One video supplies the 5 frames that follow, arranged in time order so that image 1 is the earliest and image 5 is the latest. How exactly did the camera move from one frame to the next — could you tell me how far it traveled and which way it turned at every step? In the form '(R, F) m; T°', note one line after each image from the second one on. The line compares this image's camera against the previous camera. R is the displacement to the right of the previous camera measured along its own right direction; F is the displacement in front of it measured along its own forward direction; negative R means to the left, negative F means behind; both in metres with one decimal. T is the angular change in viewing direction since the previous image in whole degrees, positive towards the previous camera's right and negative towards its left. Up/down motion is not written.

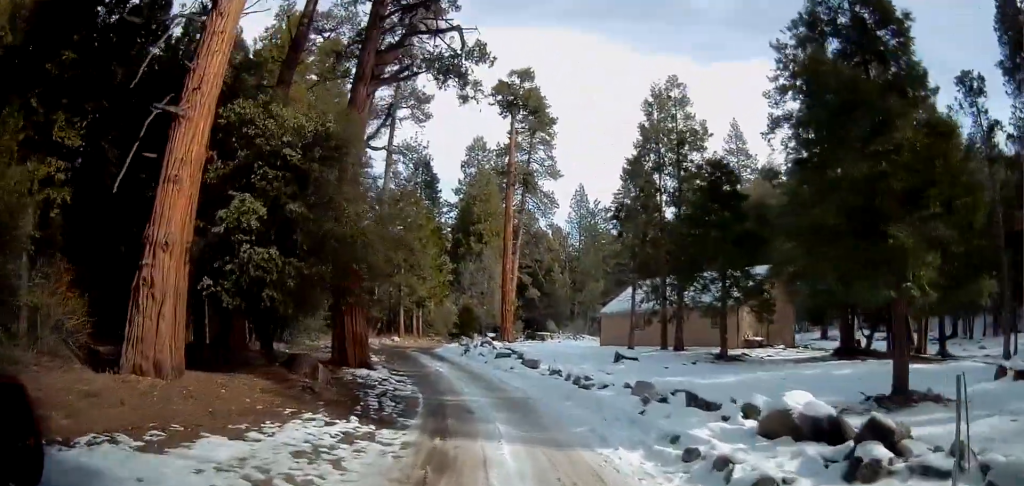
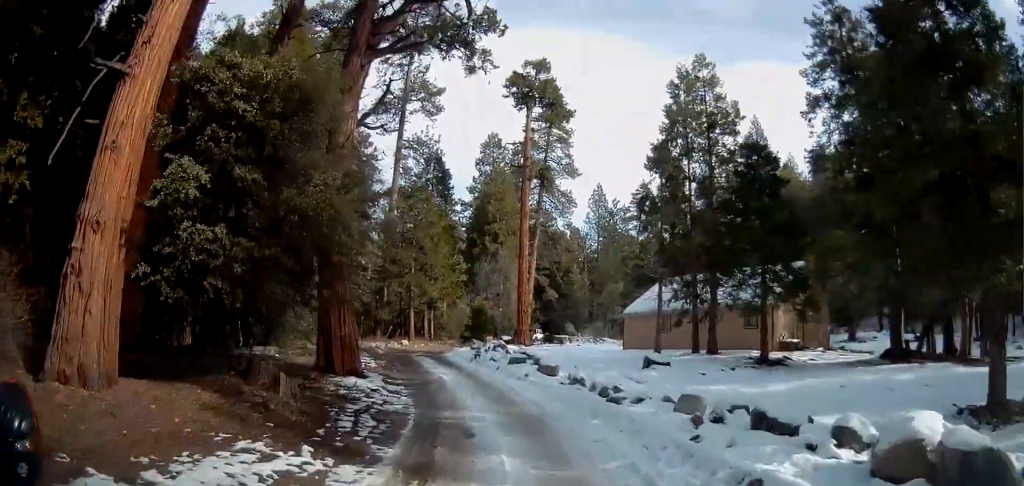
(-0.1, +3.2) m; -3°
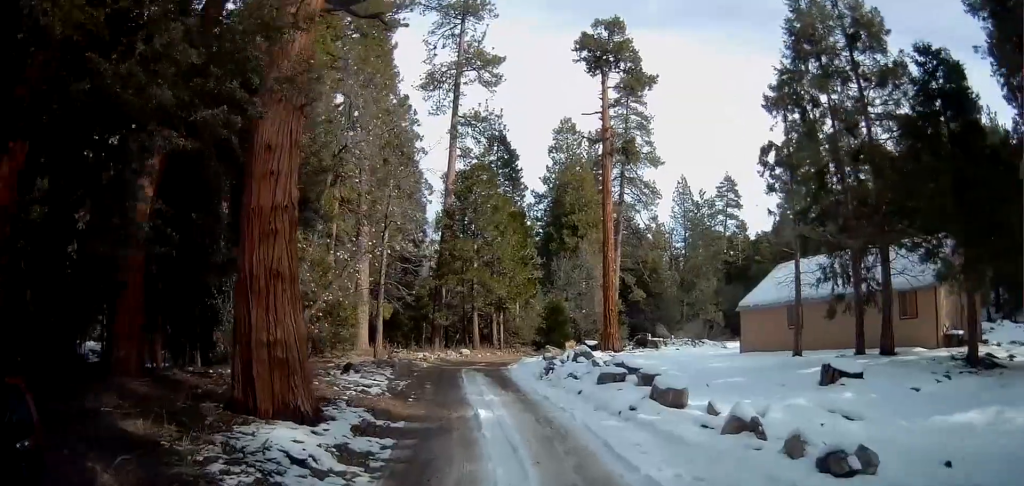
(-0.5, +8.8) m; -8°
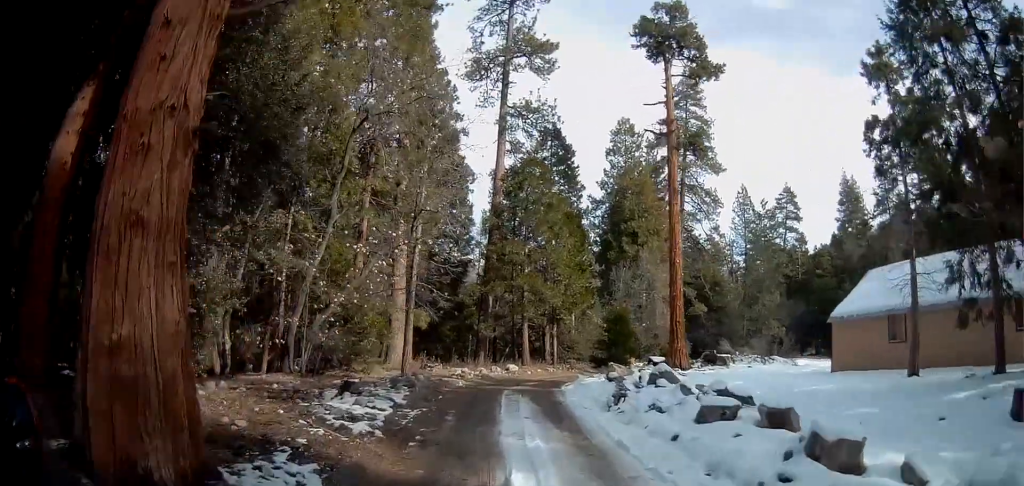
(-0.2, +4.8) m; -6°
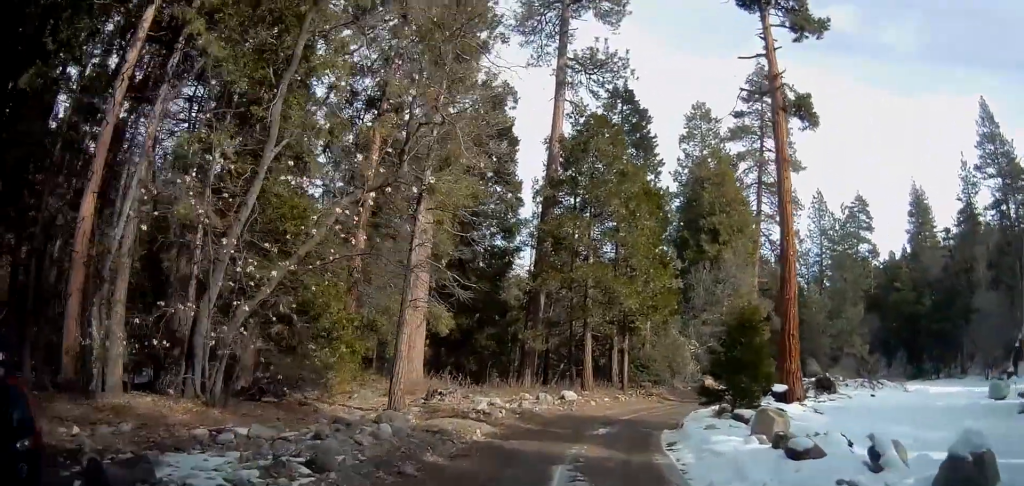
(-0.7, +11.0) m; +1°
